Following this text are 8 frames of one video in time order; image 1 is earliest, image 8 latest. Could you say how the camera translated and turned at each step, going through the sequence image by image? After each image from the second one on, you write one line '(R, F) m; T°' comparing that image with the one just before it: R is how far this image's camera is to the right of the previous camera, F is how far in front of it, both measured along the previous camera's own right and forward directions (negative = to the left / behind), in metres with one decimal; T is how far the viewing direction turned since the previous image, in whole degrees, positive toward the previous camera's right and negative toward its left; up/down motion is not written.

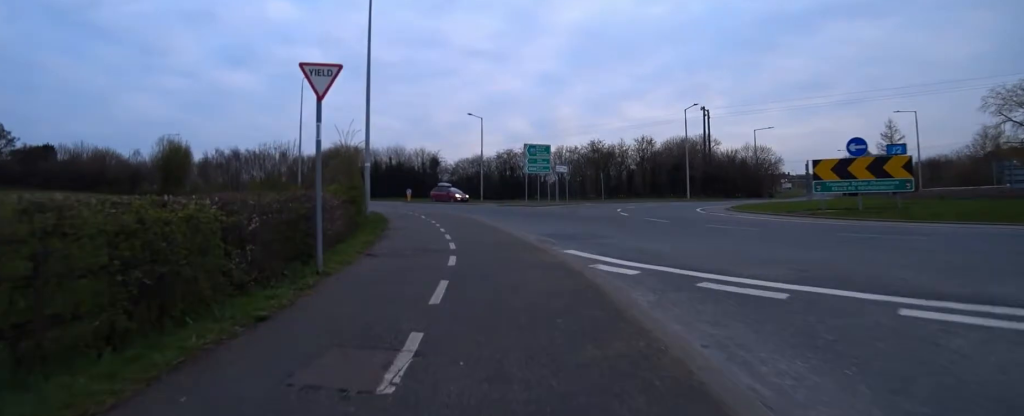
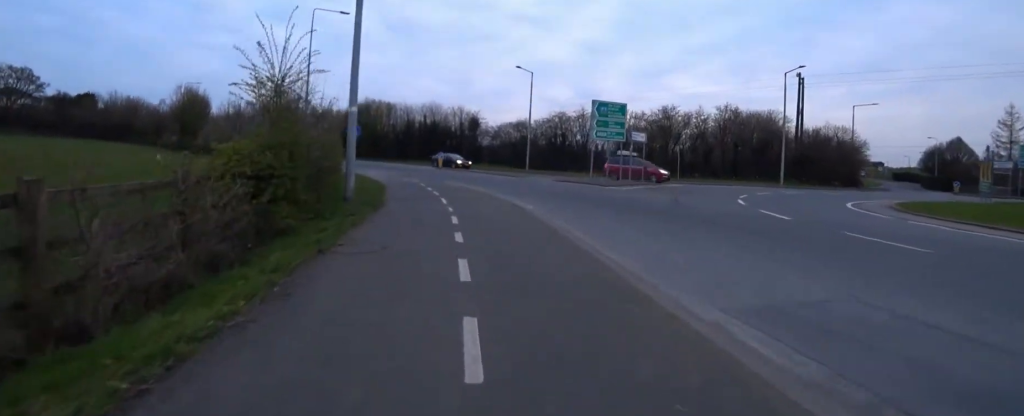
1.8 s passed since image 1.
(-0.6, +8.5) m; -9°
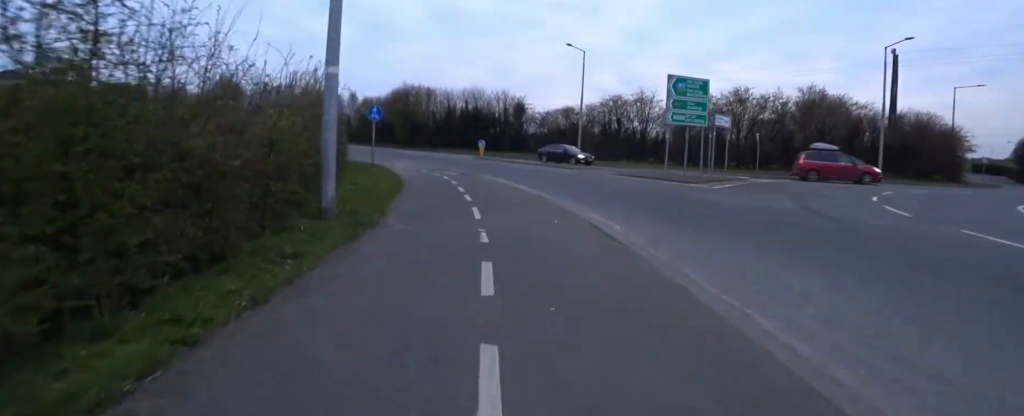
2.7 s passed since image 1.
(+0.2, +4.7) m; -1°
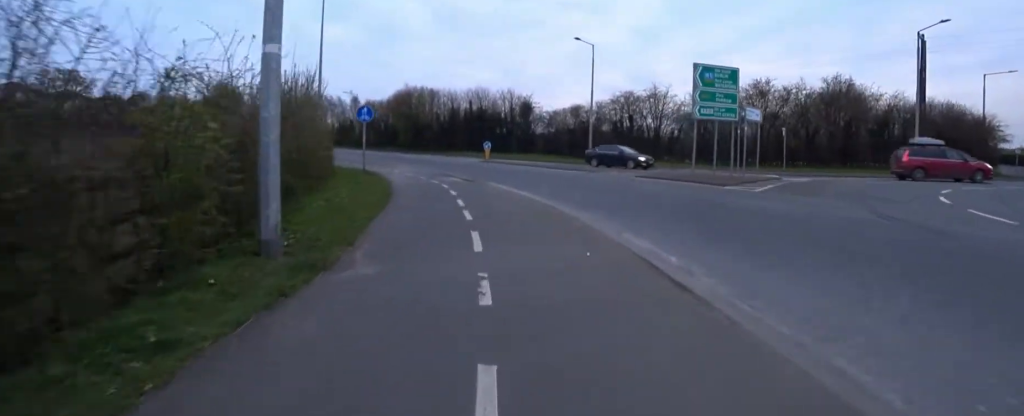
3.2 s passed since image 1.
(-0.2, +2.1) m; 0°
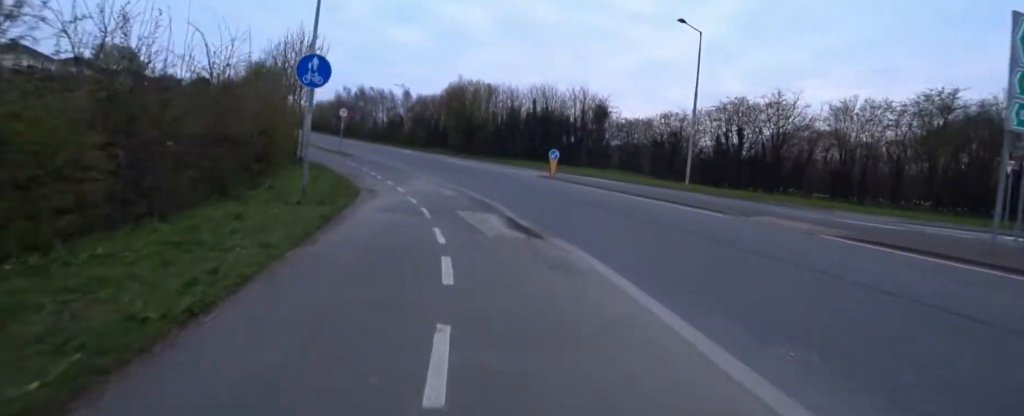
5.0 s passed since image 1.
(-0.5, +9.0) m; -13°
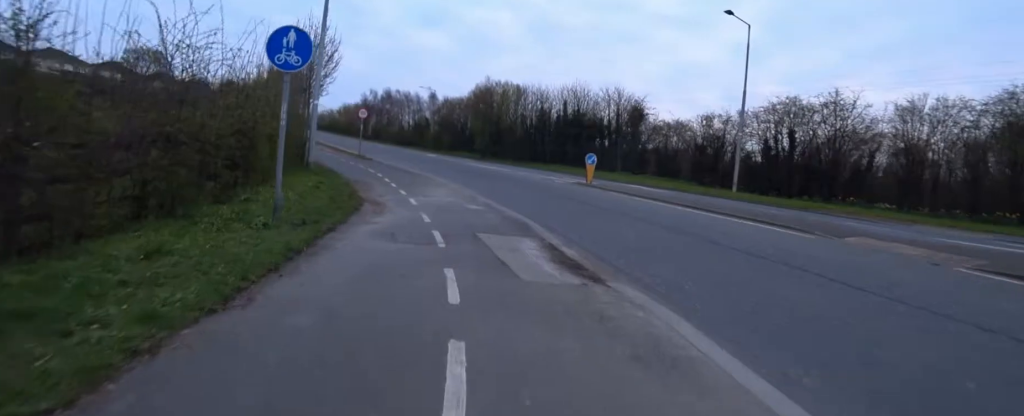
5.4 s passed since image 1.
(-0.4, +2.1) m; -5°
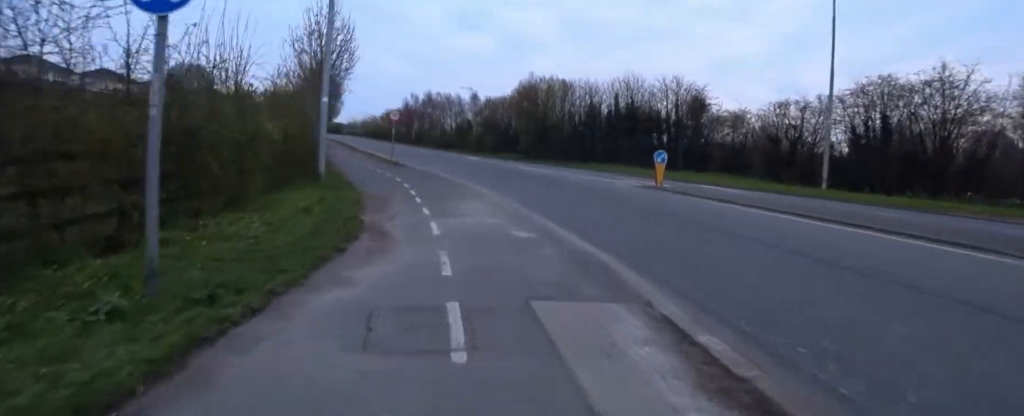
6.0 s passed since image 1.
(0.0, +2.9) m; -5°
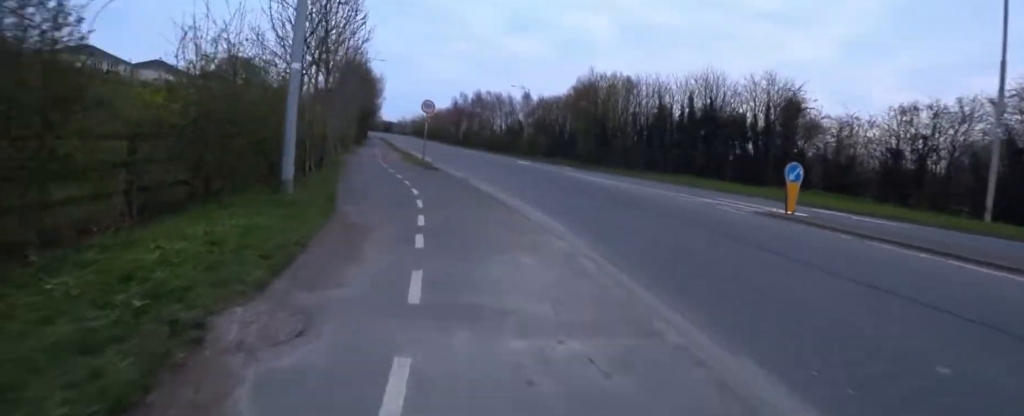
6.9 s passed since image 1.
(-0.1, +4.4) m; -7°
